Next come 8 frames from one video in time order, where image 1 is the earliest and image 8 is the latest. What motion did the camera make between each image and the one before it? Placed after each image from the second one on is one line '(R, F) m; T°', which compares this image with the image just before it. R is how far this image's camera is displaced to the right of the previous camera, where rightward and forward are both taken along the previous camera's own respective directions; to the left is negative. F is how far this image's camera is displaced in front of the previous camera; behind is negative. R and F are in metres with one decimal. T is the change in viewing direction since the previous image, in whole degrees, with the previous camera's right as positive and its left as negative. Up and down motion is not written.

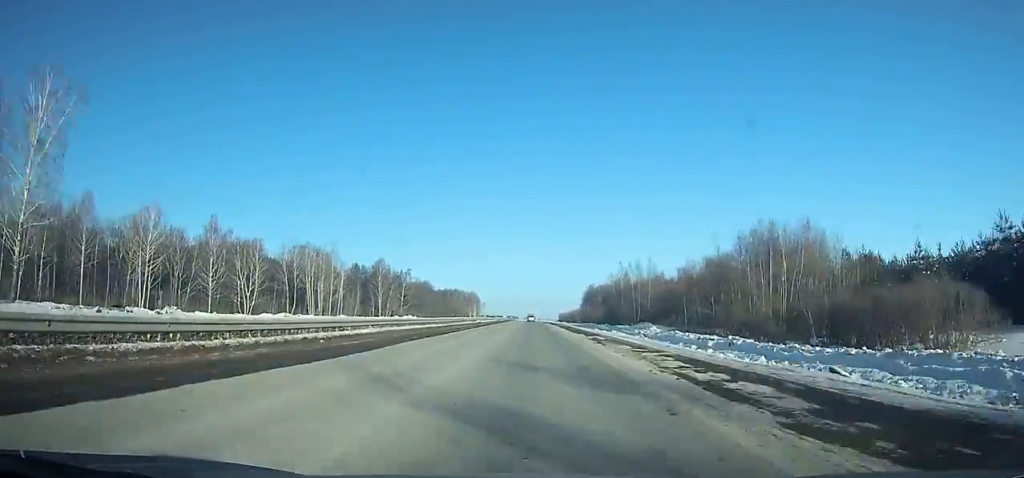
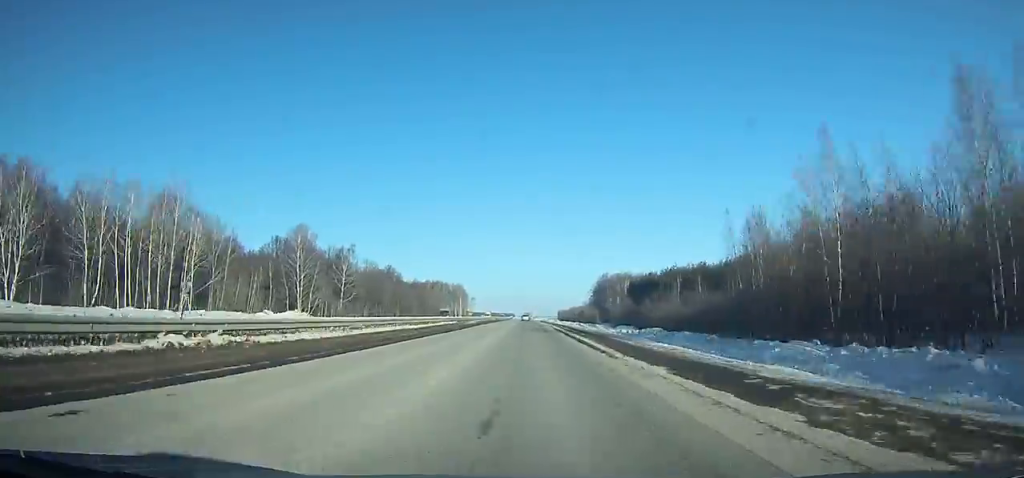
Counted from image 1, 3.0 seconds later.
(+0.1, +77.7) m; 0°
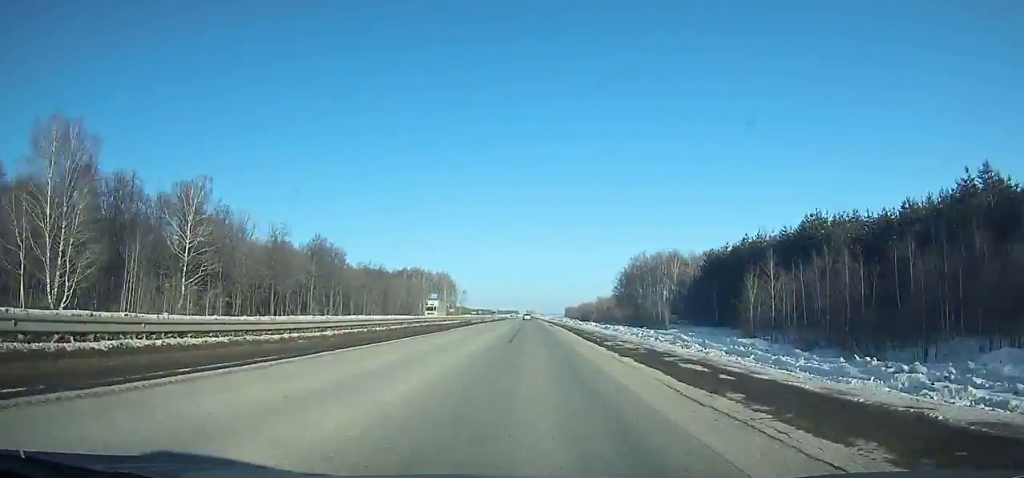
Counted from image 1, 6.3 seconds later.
(0.0, +84.9) m; 0°
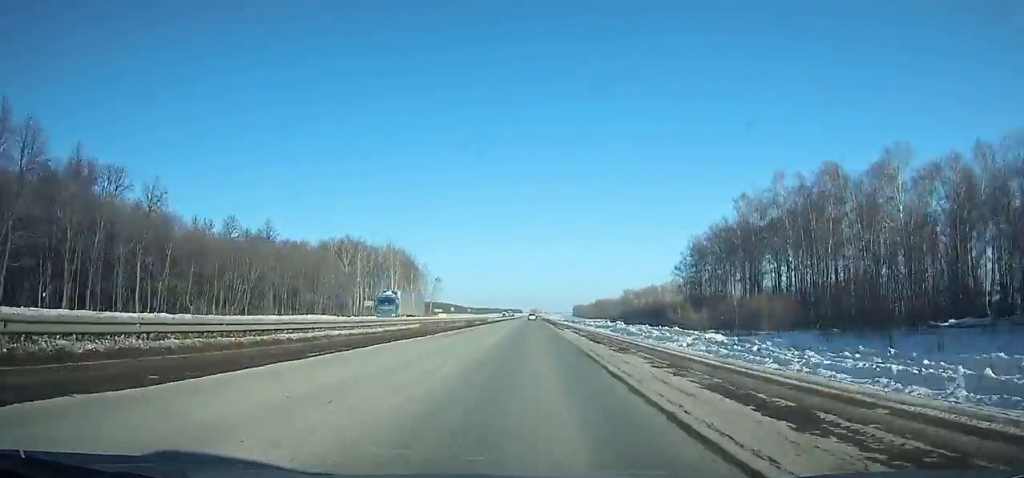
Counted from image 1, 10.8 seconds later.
(-0.6, +115.8) m; 0°
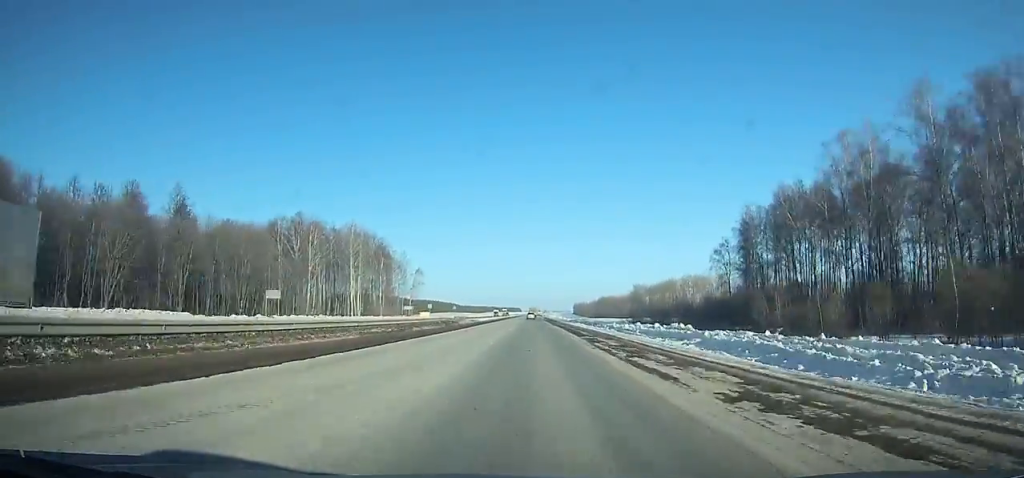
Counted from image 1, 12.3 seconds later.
(0.0, +38.9) m; 0°
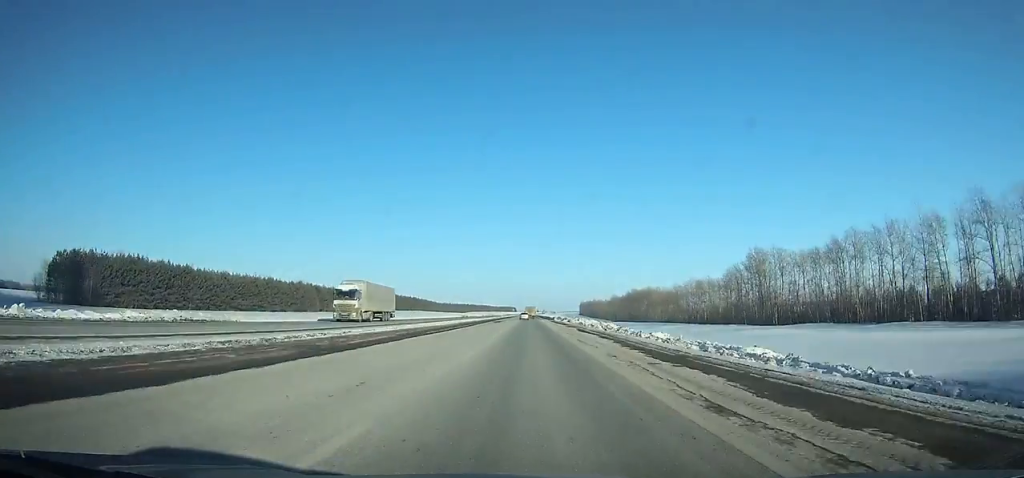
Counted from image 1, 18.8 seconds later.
(+0.6, +171.1) m; 0°
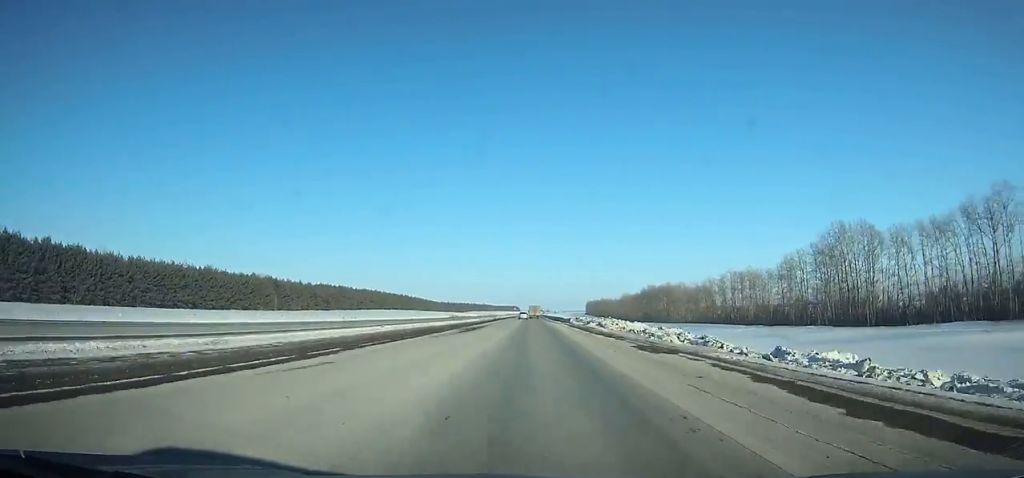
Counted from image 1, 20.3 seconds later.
(-0.1, +40.2) m; 0°
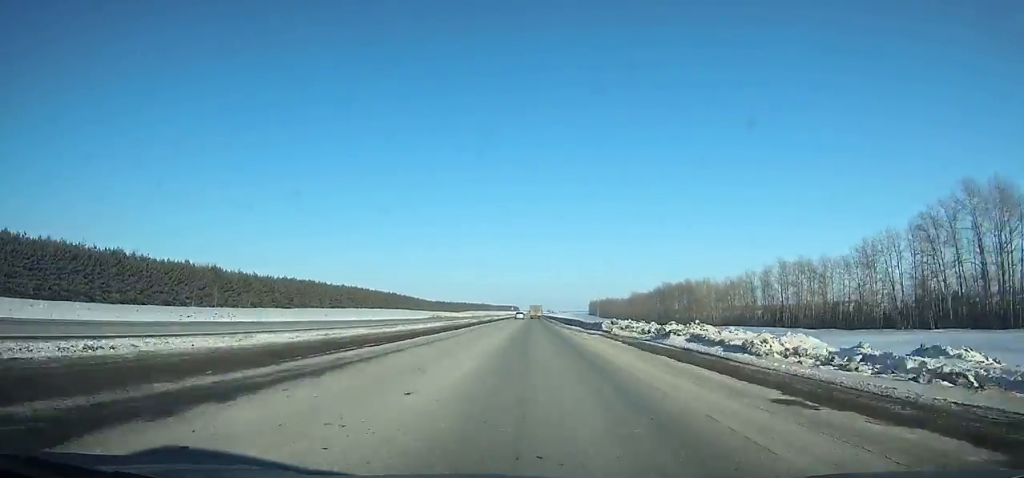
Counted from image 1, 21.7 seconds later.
(-0.1, +37.4) m; 0°
